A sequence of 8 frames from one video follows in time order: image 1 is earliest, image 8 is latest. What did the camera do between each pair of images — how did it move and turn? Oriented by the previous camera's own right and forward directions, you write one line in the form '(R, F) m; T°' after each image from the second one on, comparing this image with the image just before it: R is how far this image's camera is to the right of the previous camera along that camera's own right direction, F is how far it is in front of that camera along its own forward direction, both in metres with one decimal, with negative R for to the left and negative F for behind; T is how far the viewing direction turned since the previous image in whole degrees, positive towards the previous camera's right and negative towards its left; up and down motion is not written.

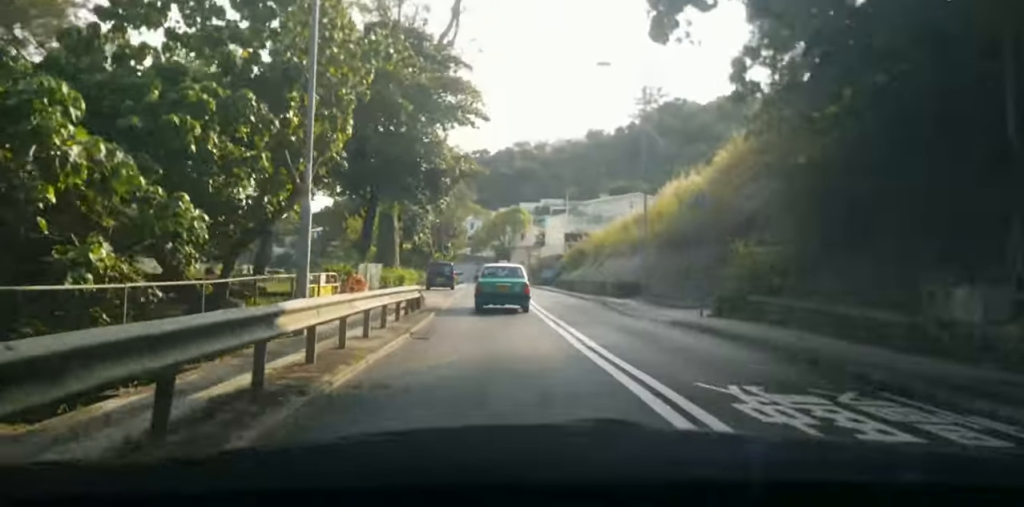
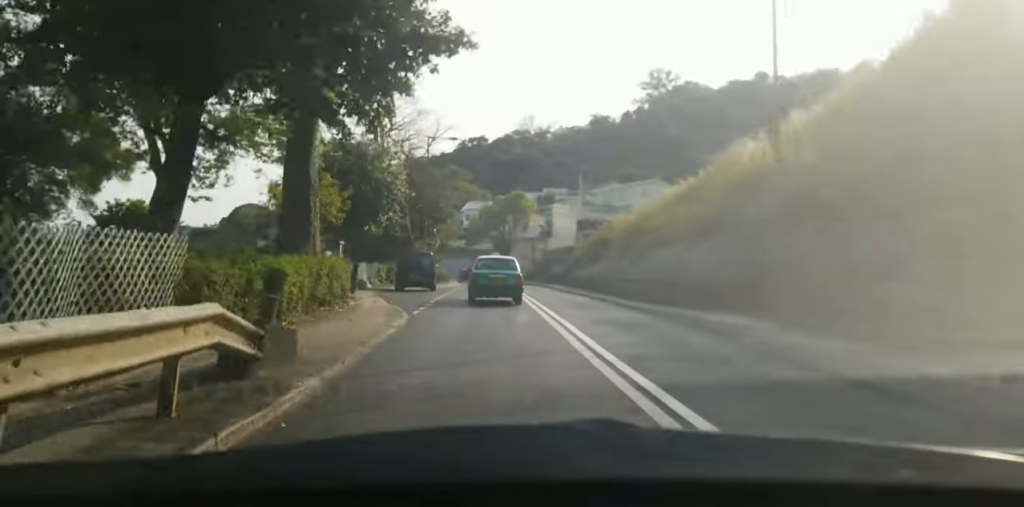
(+1.4, +15.9) m; +8°
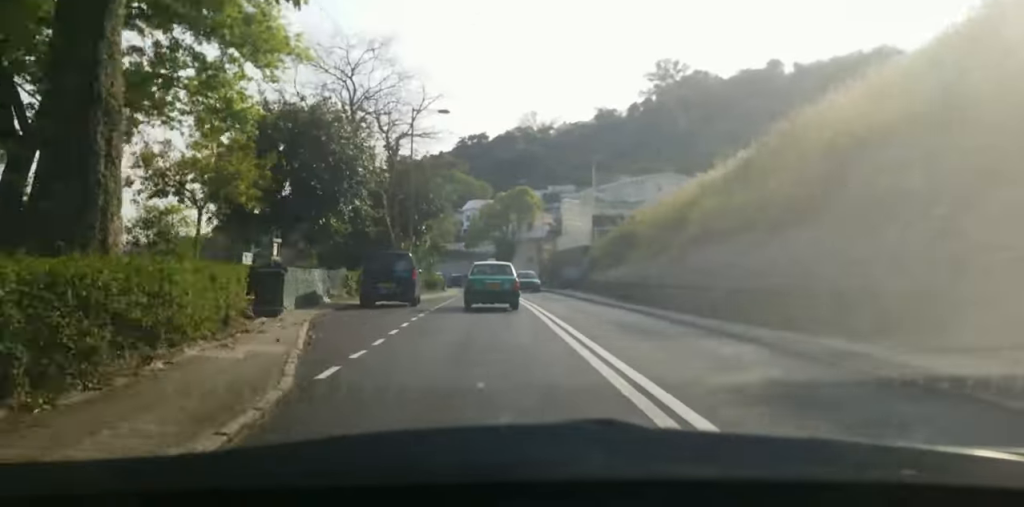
(+0.3, +10.5) m; 0°
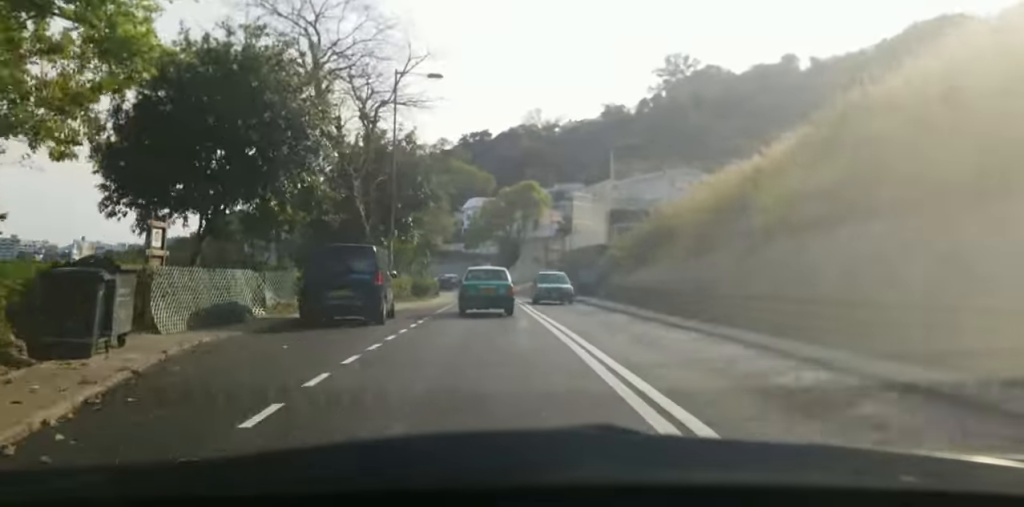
(-0.1, +9.0) m; -1°
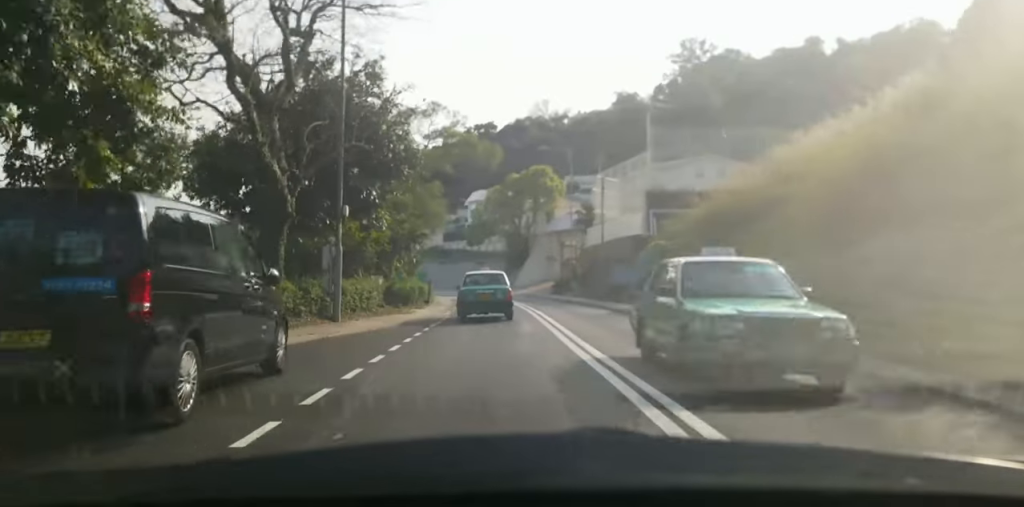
(-0.2, +12.8) m; -1°
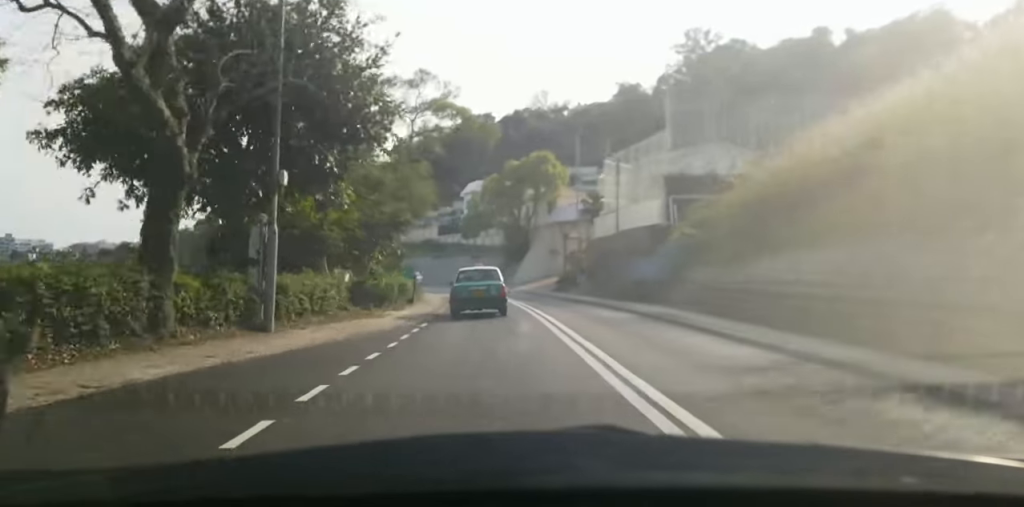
(0.0, +6.4) m; 0°
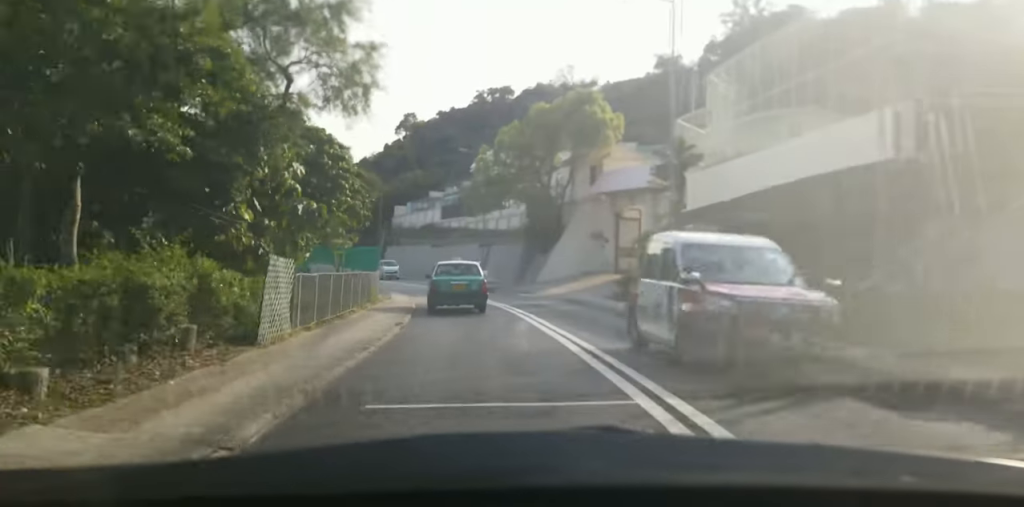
(0.0, +23.3) m; -2°
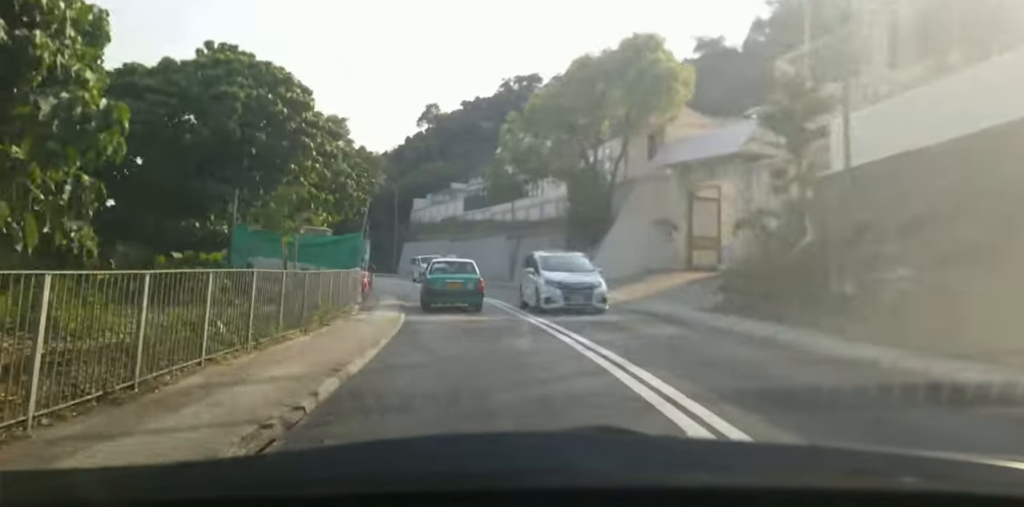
(-0.3, +11.4) m; -3°
